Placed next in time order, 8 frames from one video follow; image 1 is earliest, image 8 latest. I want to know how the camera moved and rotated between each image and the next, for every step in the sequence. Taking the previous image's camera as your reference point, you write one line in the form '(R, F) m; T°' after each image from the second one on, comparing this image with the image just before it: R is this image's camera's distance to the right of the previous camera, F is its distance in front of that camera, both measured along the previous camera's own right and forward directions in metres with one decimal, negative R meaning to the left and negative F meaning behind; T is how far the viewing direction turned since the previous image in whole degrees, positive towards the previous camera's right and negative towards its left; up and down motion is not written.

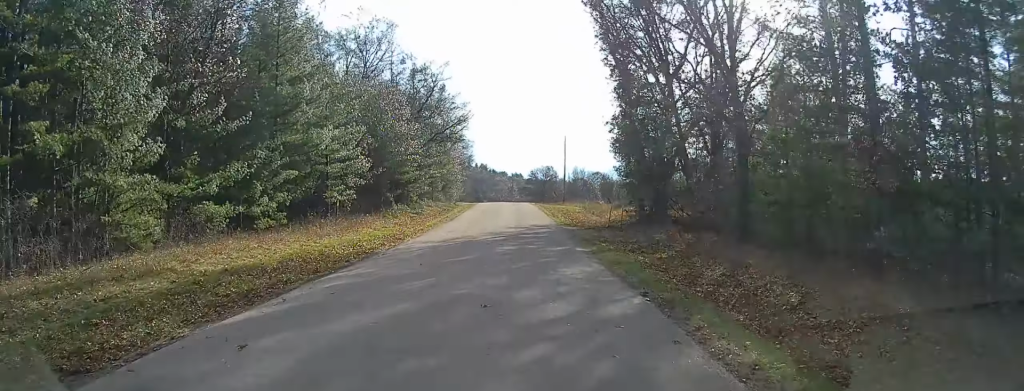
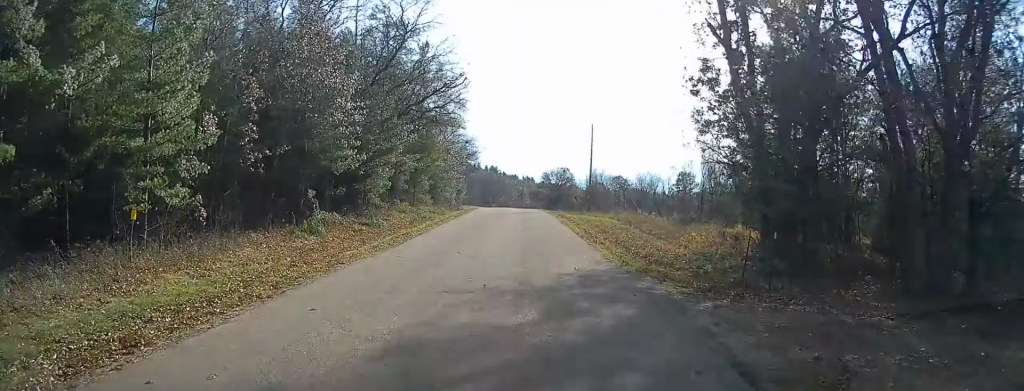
(+0.1, +20.2) m; +2°
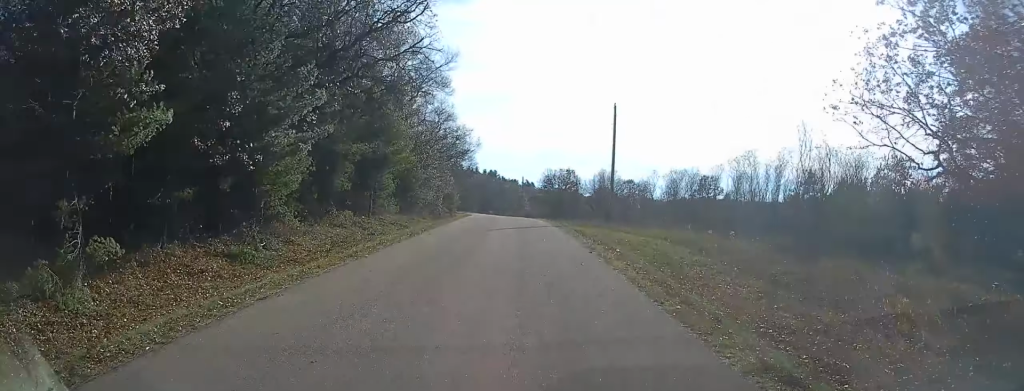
(+0.6, +16.2) m; 0°
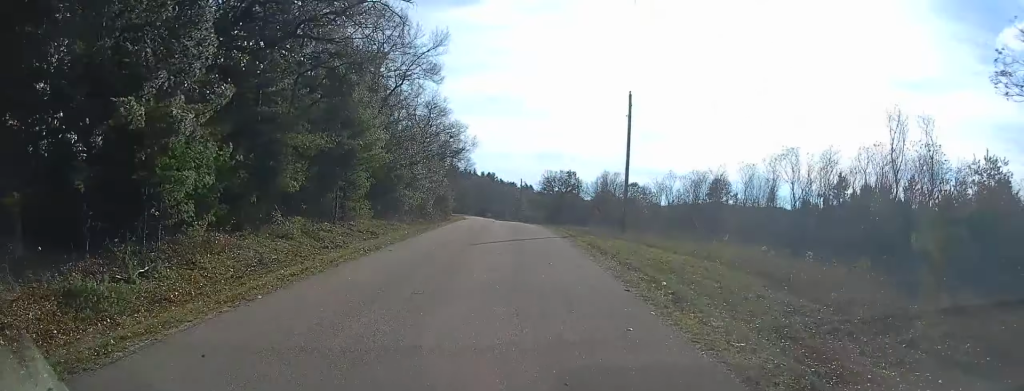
(-0.3, +7.2) m; -1°
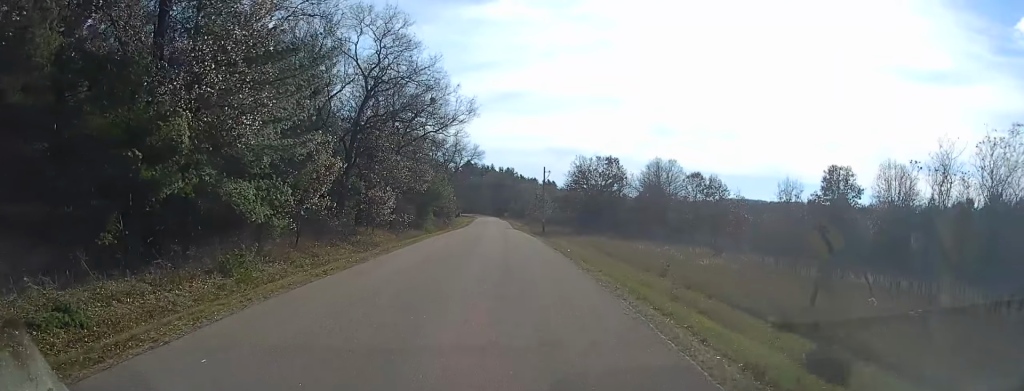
(-0.7, +34.4) m; -2°
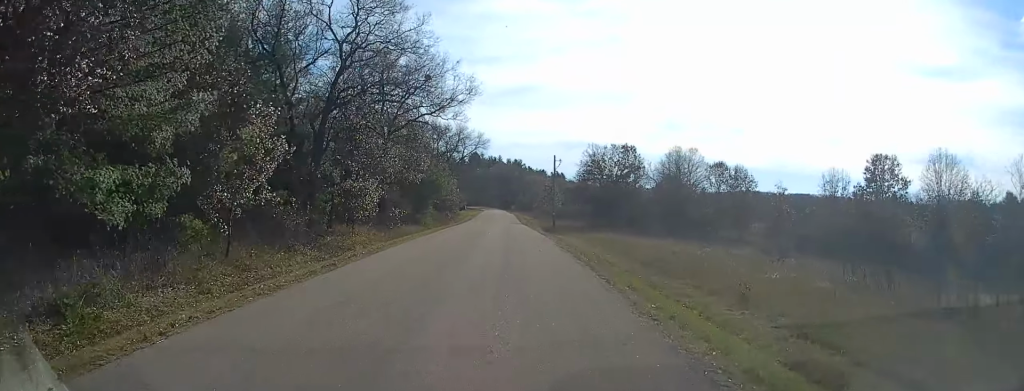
(+0.1, +7.7) m; -1°
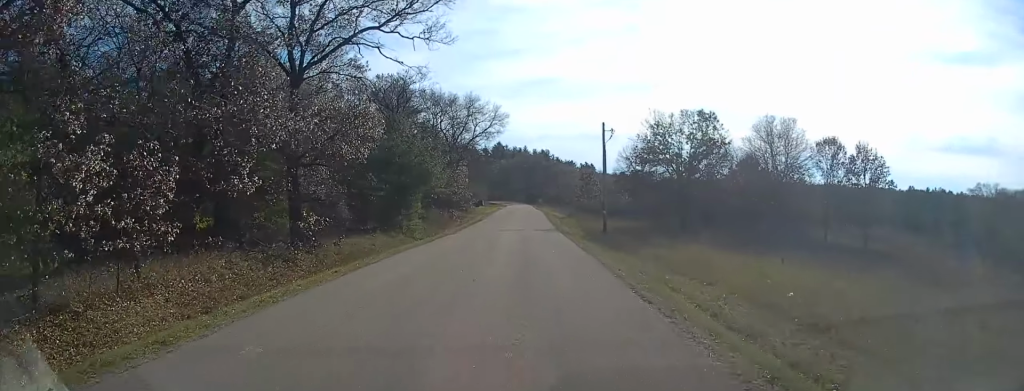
(-0.9, +26.6) m; -2°
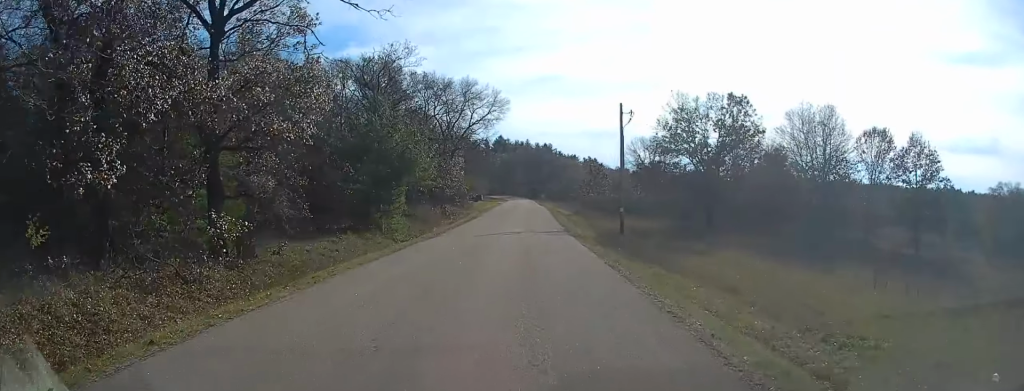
(0.0, +8.3) m; 0°
